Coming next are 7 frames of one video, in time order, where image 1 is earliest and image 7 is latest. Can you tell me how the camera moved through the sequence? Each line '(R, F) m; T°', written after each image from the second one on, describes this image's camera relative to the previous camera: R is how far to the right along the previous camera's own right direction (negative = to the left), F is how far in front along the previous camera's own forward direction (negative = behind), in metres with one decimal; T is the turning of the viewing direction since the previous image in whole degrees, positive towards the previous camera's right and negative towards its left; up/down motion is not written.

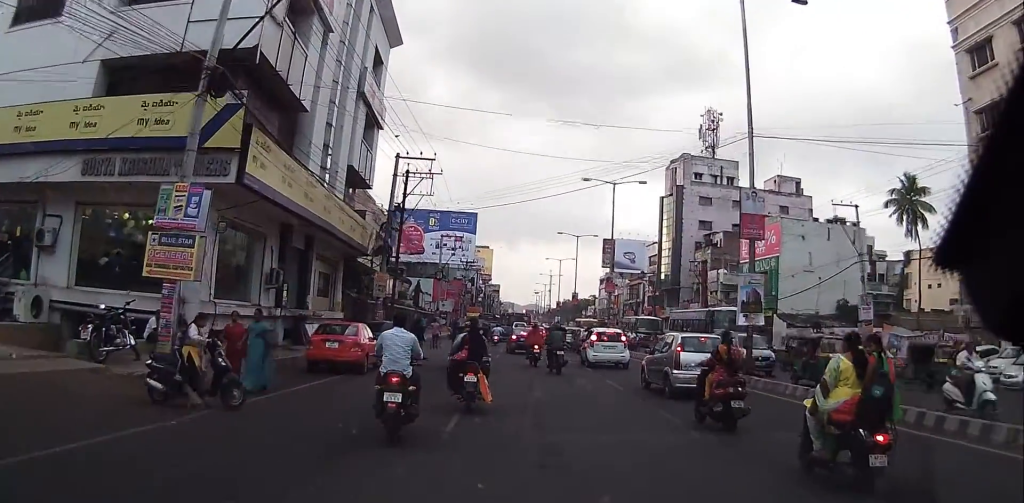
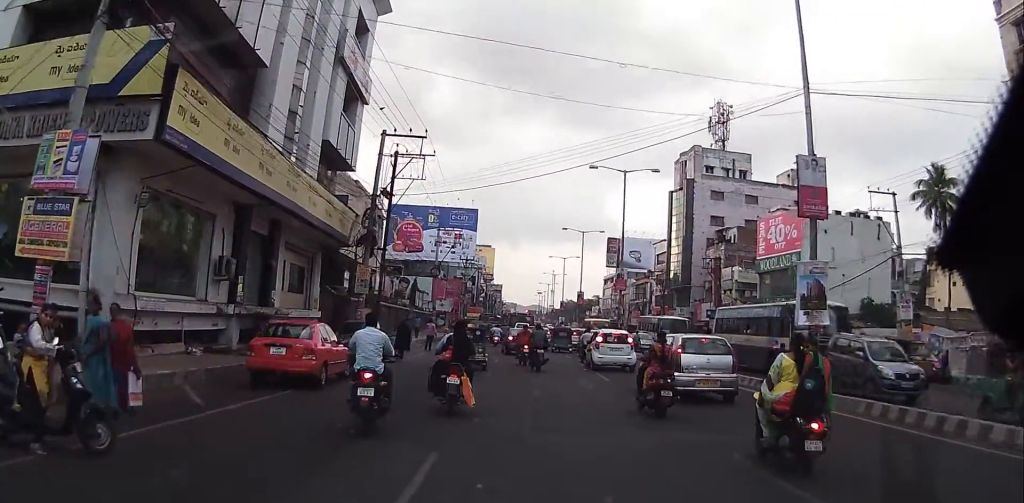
(-0.3, +4.7) m; -2°
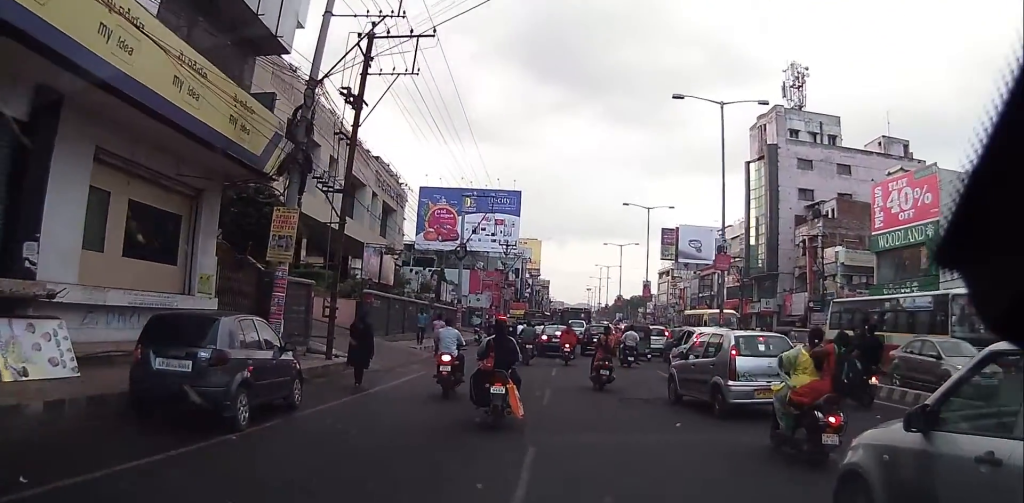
(-1.2, +16.3) m; -8°
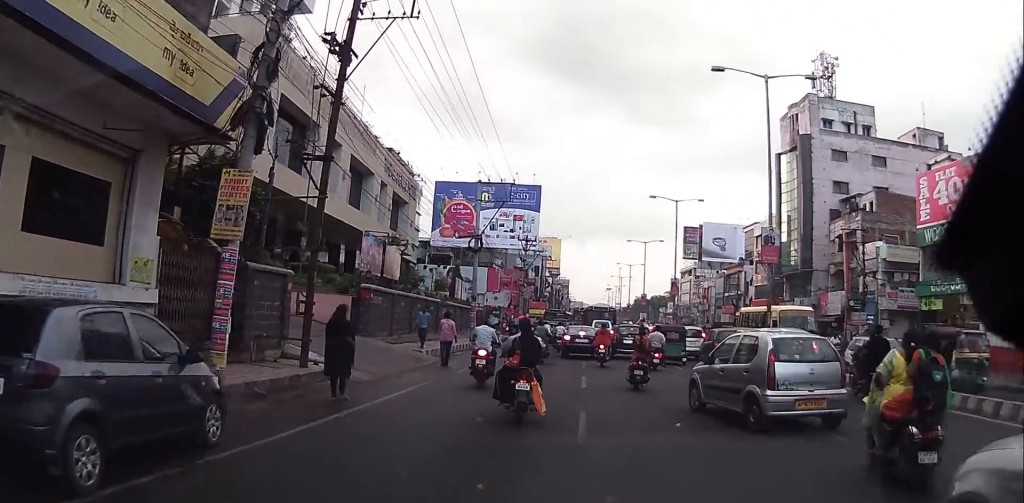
(-0.1, +4.5) m; -5°
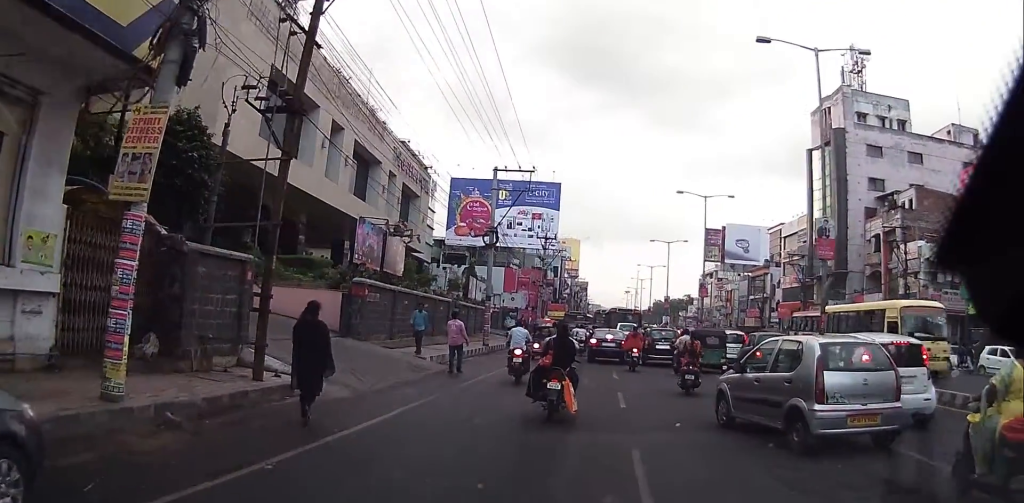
(-0.3, +4.3) m; 0°
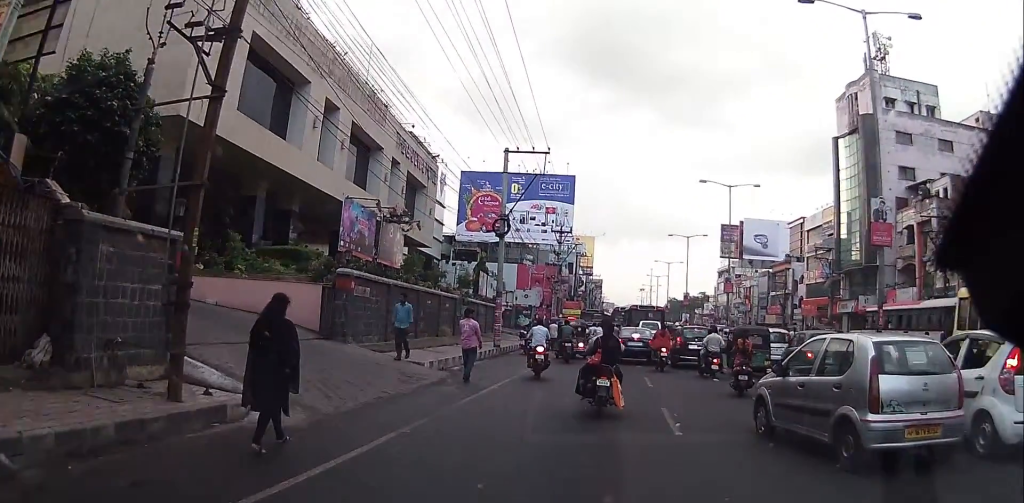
(+0.2, +3.7) m; +5°
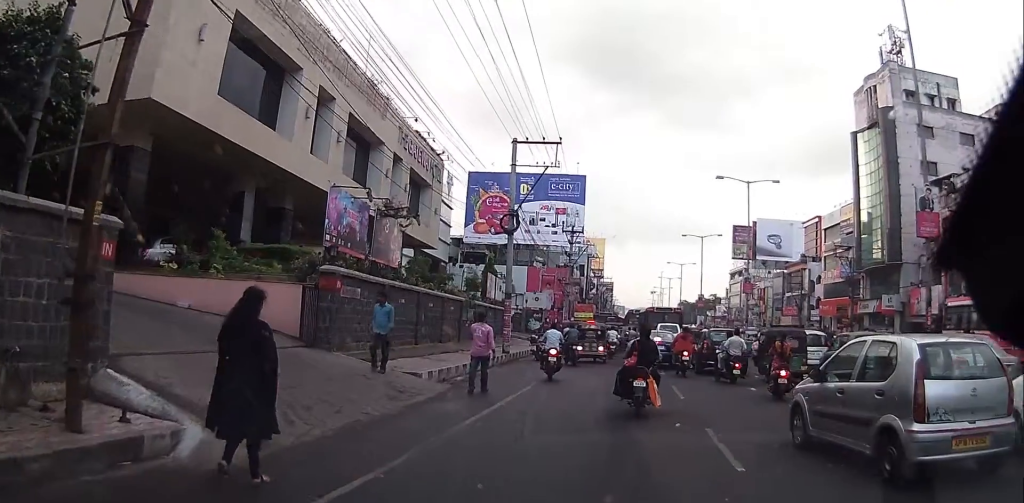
(+0.2, +2.7) m; +4°
